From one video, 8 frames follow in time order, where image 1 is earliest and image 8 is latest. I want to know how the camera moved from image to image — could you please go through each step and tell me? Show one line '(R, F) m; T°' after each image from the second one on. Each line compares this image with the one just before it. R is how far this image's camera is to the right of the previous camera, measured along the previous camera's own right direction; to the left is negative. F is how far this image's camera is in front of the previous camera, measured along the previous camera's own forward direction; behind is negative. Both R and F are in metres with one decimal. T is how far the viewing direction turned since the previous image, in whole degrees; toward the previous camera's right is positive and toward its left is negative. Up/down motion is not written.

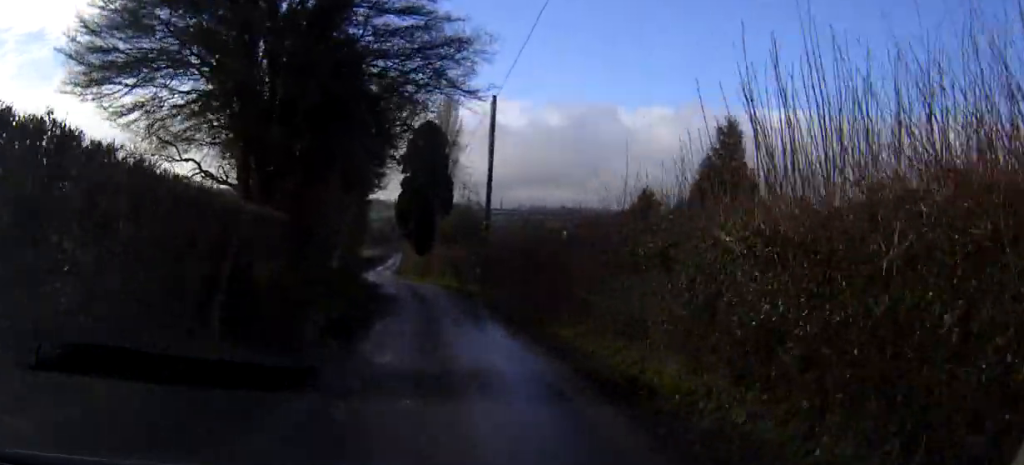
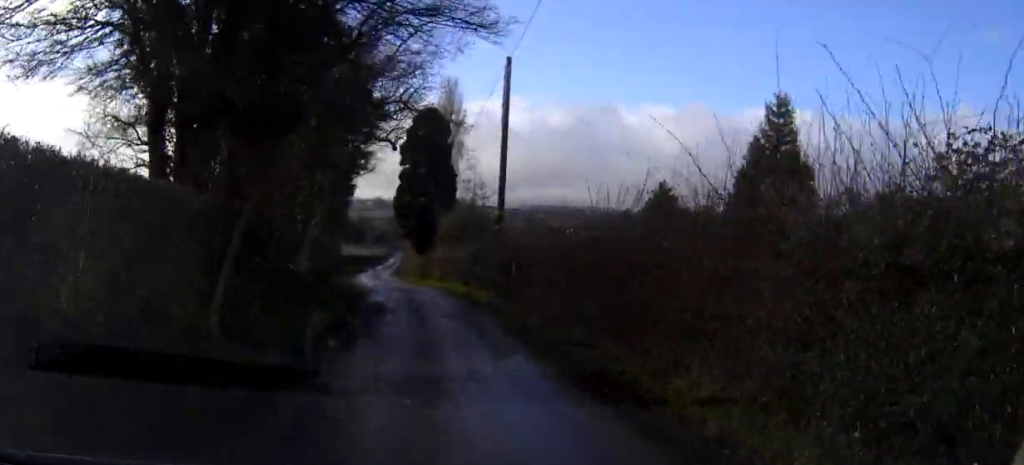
(-0.1, +5.7) m; -1°
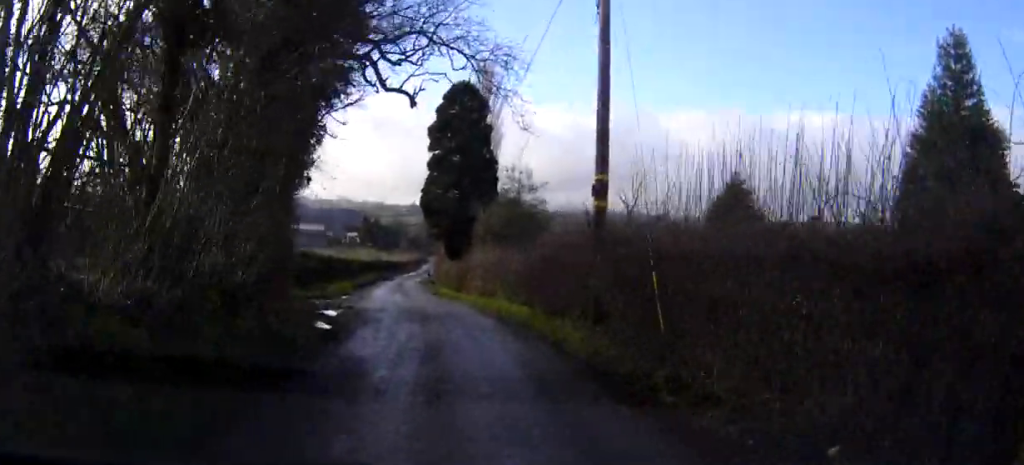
(-0.3, +11.0) m; -2°
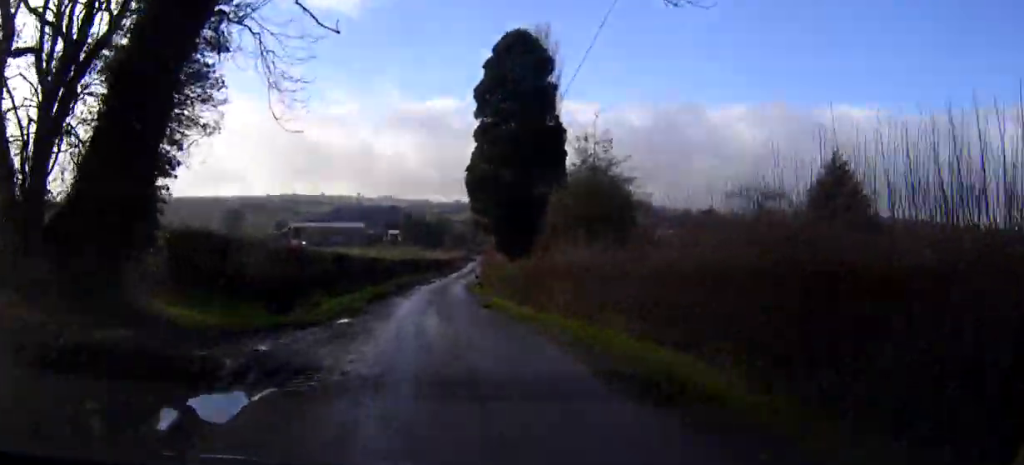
(0.0, +10.9) m; 0°
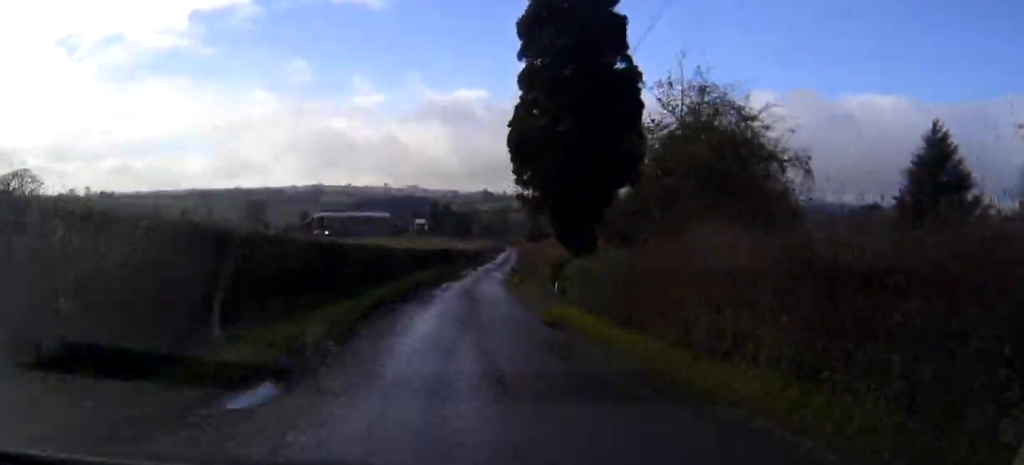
(0.0, +9.8) m; 0°
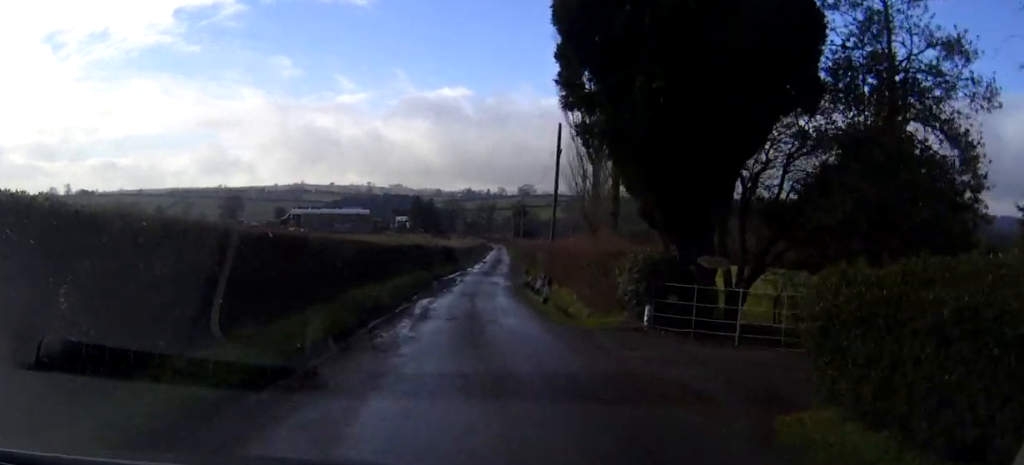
(0.0, +14.5) m; 0°
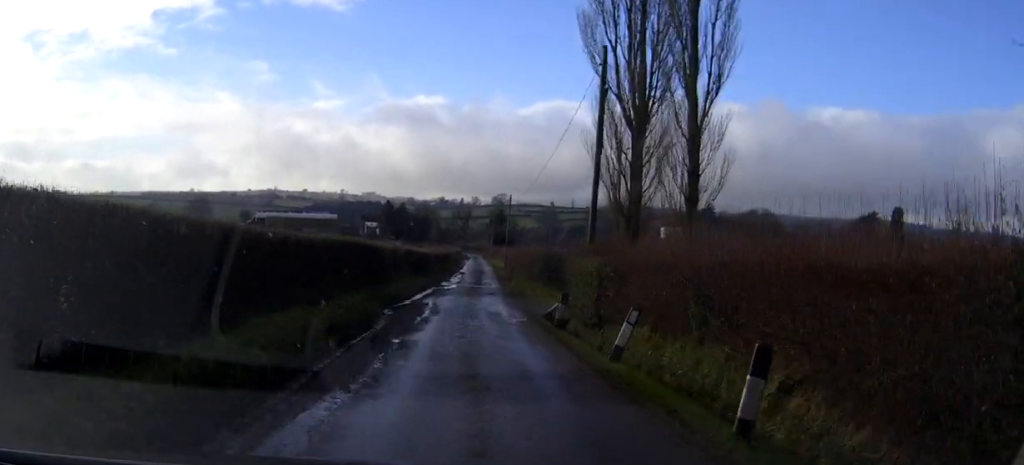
(+0.1, +15.0) m; +1°
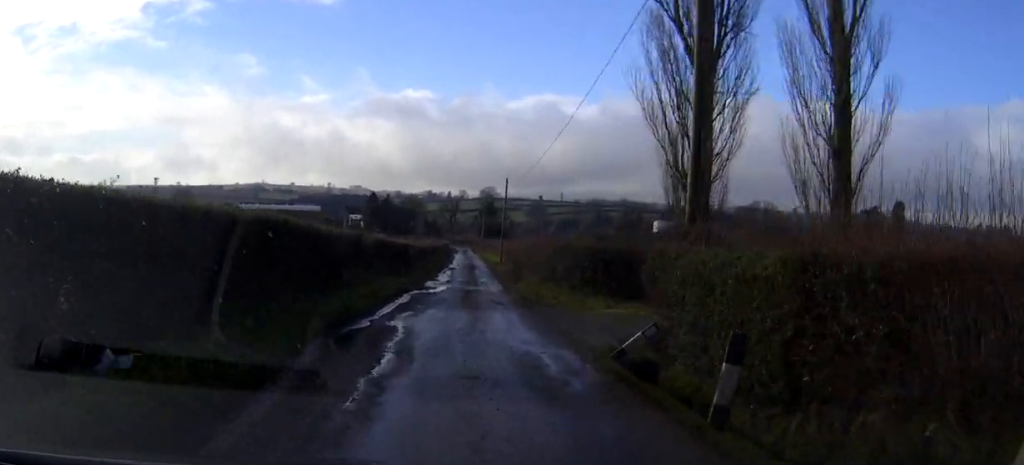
(+0.1, +9.6) m; +1°
